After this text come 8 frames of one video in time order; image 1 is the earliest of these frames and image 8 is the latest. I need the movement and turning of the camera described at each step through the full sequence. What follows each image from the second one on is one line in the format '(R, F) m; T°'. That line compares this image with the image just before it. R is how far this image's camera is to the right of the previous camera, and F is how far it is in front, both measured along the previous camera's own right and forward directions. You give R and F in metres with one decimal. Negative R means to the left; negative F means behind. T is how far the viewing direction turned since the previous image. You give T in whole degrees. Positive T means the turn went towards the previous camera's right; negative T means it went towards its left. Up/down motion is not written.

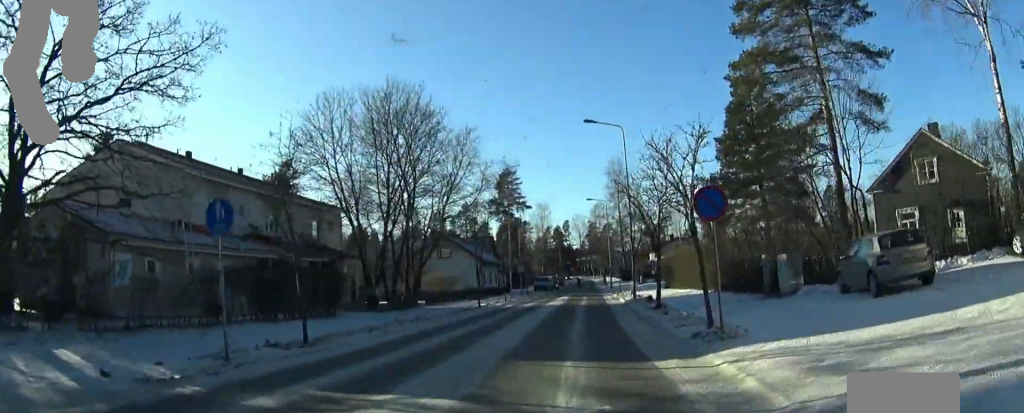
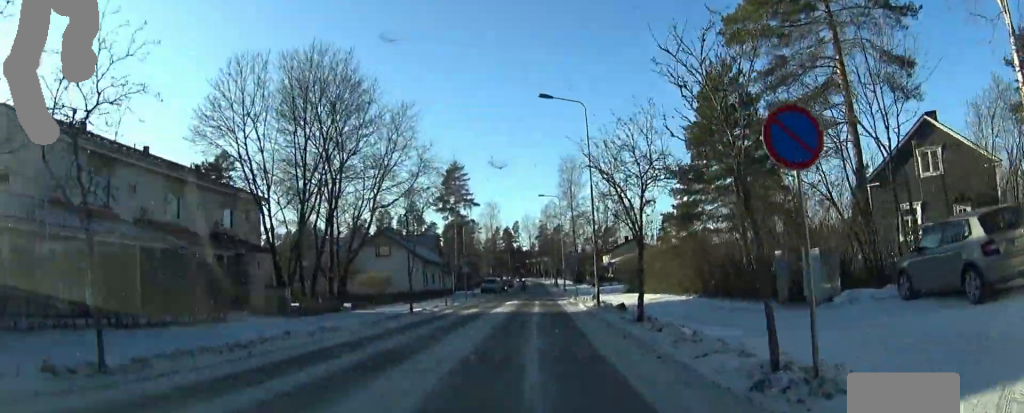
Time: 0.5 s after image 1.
(-0.1, +5.5) m; +5°
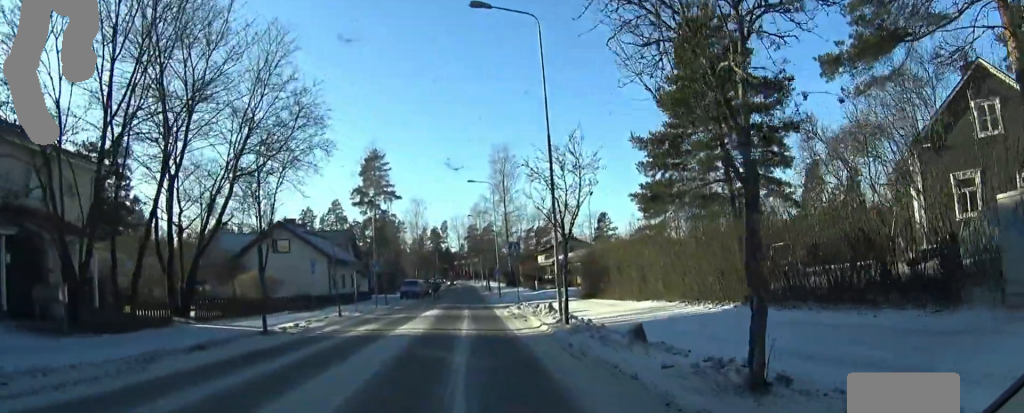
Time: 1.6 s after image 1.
(+1.2, +10.6) m; +2°
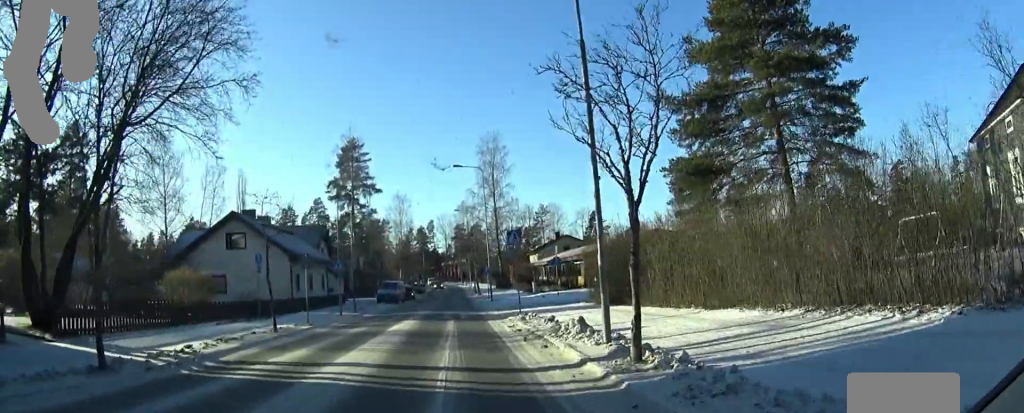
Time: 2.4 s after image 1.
(-0.7, +7.9) m; -5°
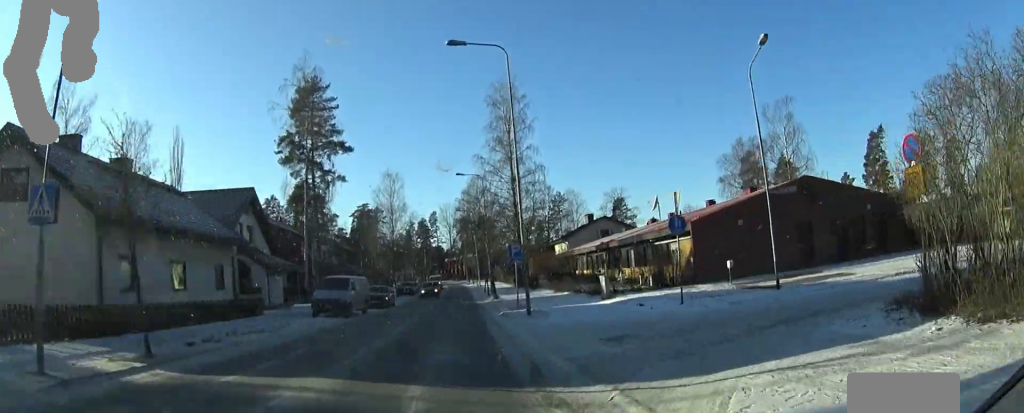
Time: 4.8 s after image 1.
(+1.8, +24.4) m; +6°
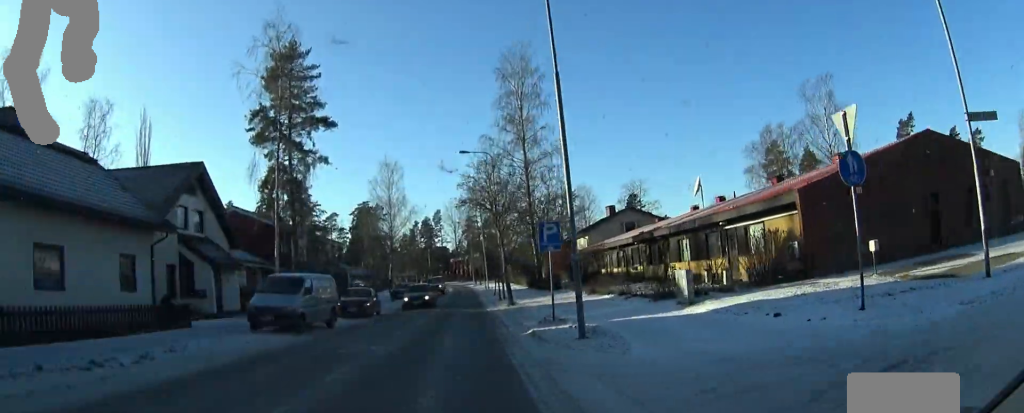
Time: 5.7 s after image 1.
(-1.3, +9.4) m; 0°
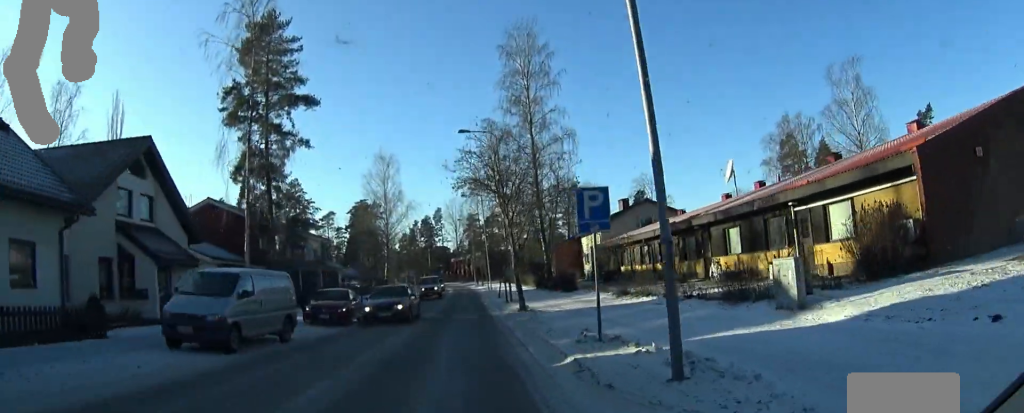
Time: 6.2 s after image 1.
(+0.7, +6.0) m; 0°
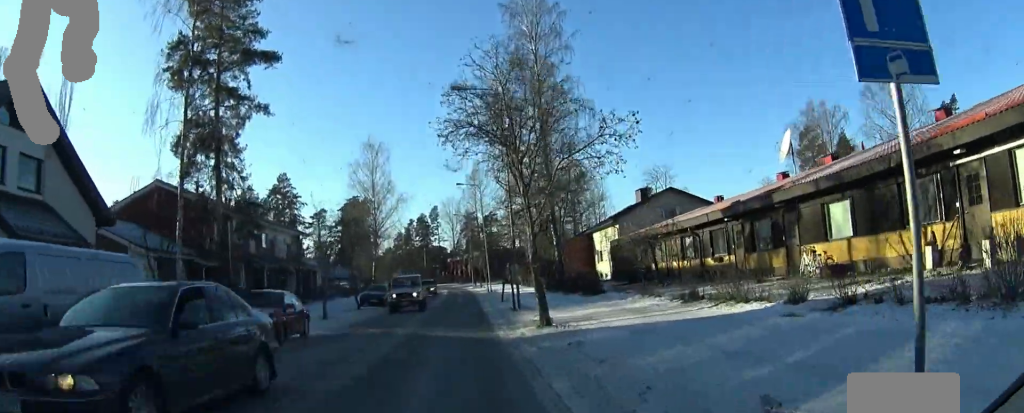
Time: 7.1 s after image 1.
(+0.2, +8.5) m; -3°
